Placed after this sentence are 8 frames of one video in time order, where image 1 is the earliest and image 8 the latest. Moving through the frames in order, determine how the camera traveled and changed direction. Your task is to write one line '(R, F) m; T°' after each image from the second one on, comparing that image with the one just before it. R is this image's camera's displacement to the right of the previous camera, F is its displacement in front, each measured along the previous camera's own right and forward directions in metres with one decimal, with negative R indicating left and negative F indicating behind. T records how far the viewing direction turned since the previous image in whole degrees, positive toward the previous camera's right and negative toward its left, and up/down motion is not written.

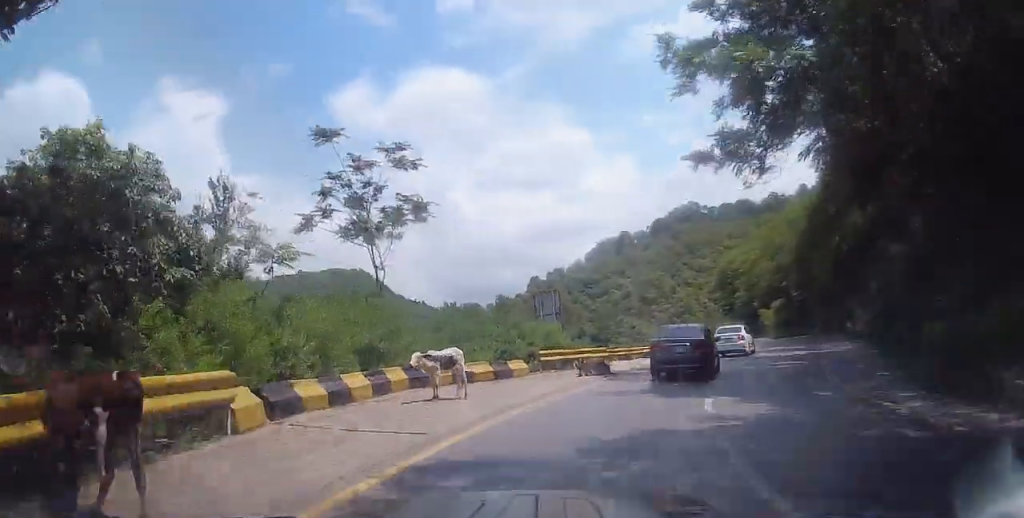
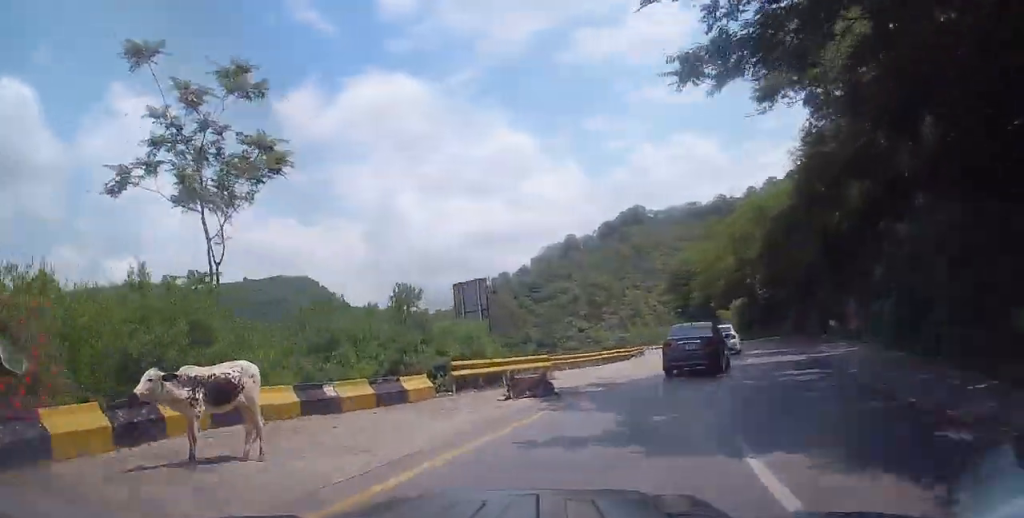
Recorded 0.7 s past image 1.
(+0.5, +6.2) m; +4°
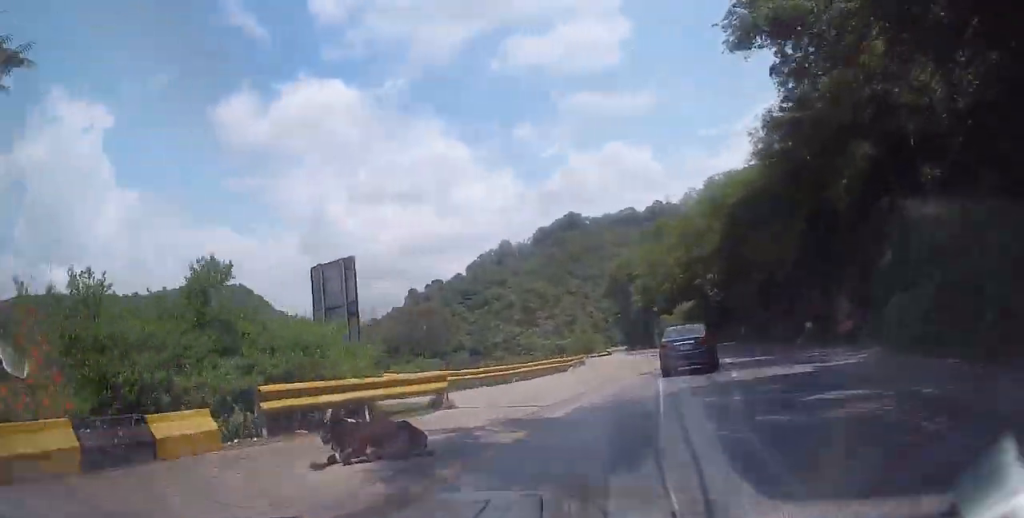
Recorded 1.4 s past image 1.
(+0.1, +6.2) m; +3°
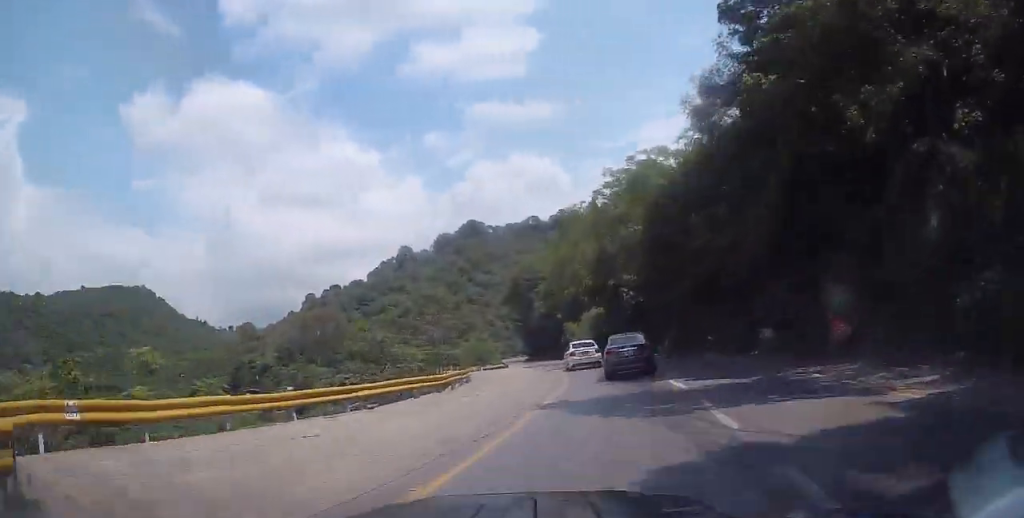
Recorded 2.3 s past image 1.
(+0.3, +8.4) m; +5°
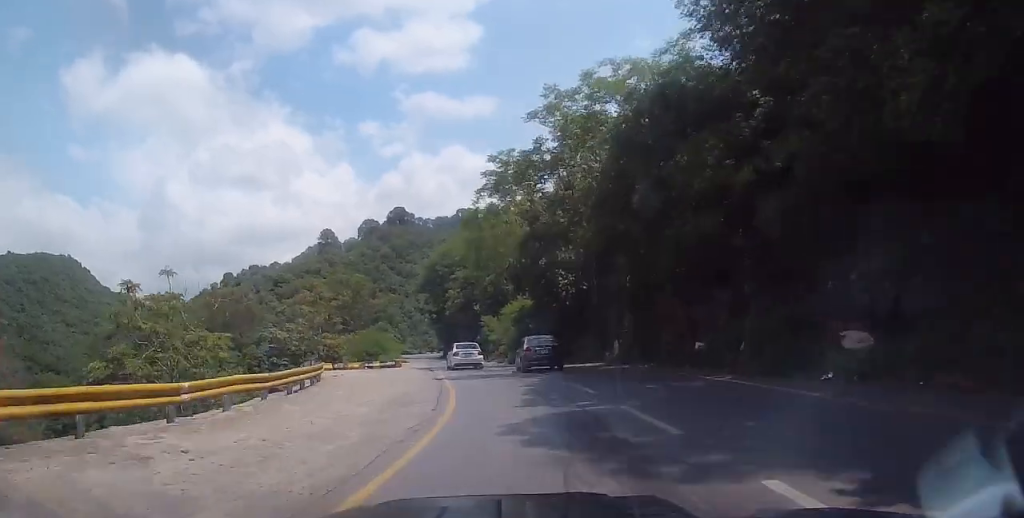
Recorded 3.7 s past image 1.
(+1.0, +12.7) m; +7°
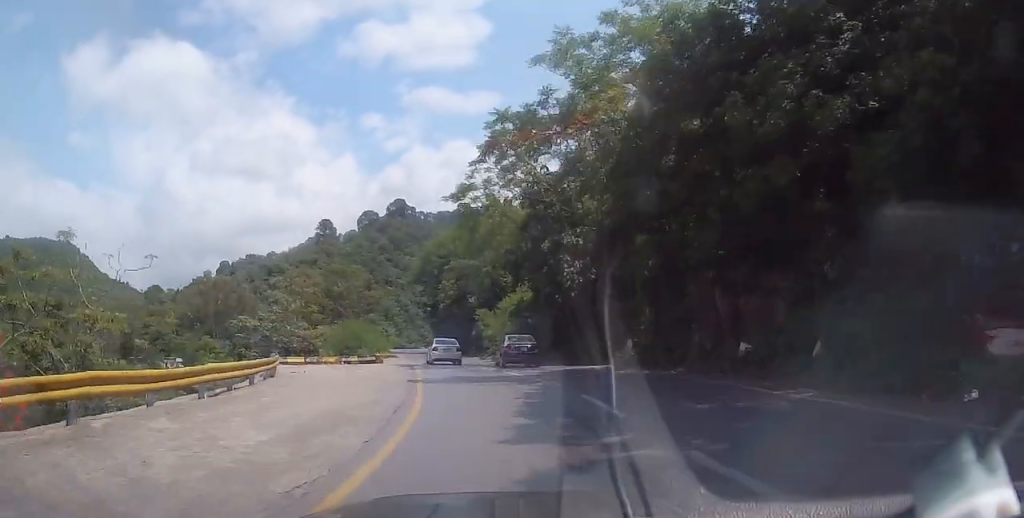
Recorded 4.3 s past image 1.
(0.0, +4.7) m; -1°
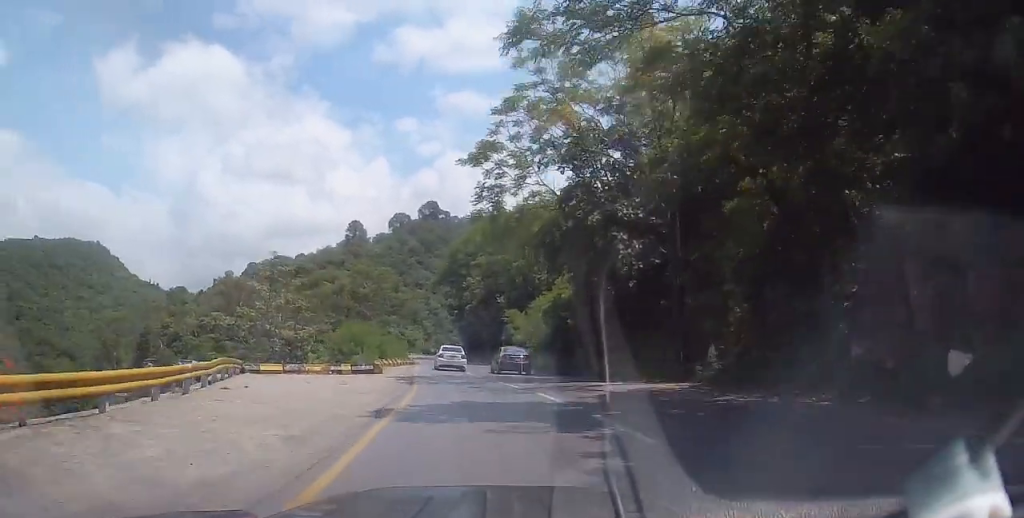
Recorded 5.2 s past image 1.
(-0.1, +7.9) m; -3°
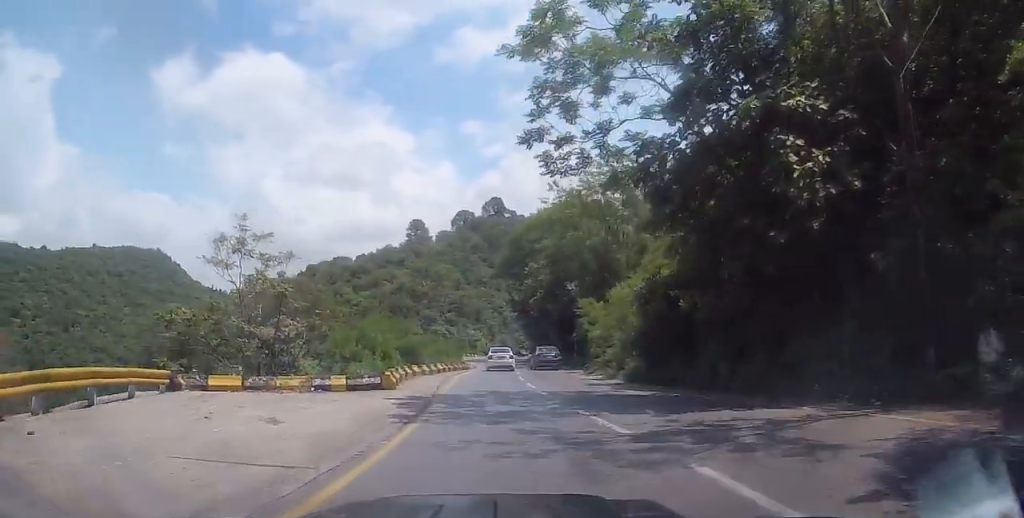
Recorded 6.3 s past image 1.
(-0.5, +10.1) m; -5°
